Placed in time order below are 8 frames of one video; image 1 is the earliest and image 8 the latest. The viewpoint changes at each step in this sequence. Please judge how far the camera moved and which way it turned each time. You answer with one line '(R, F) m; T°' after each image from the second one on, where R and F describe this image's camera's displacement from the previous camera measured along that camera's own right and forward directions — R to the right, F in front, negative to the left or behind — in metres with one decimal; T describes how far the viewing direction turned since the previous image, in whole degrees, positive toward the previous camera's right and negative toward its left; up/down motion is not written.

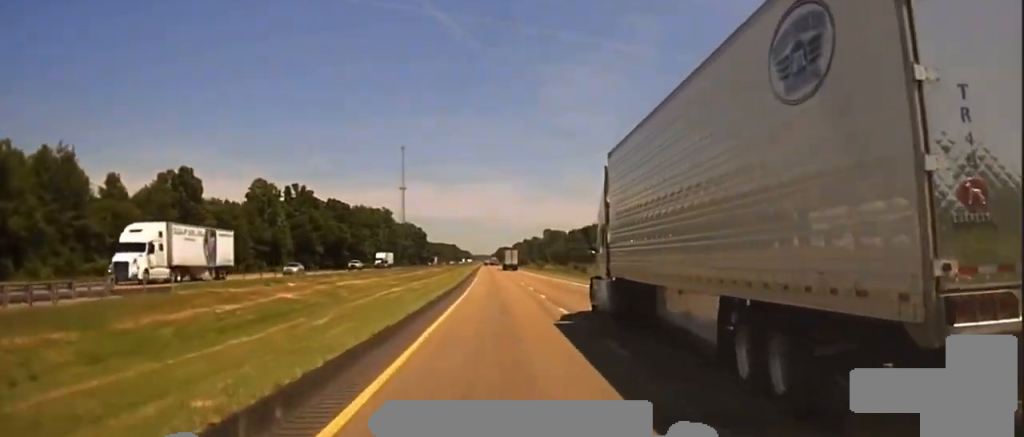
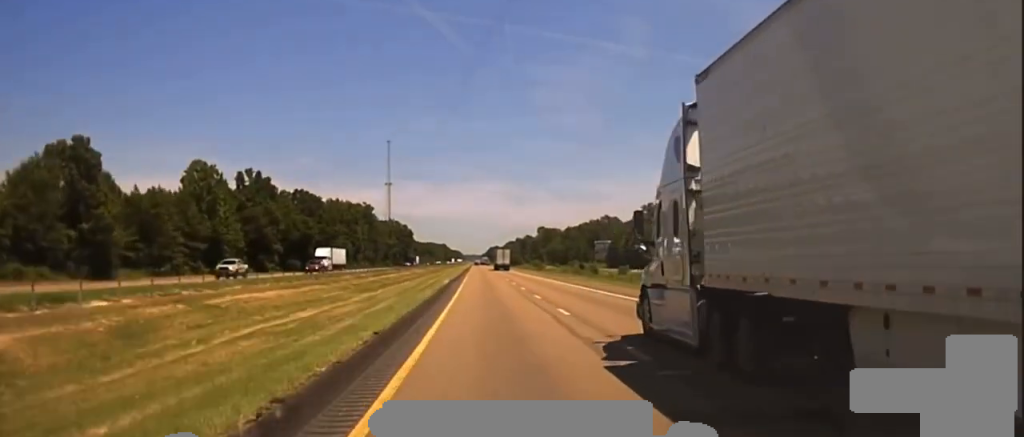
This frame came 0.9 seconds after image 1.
(+0.1, +34.5) m; 0°
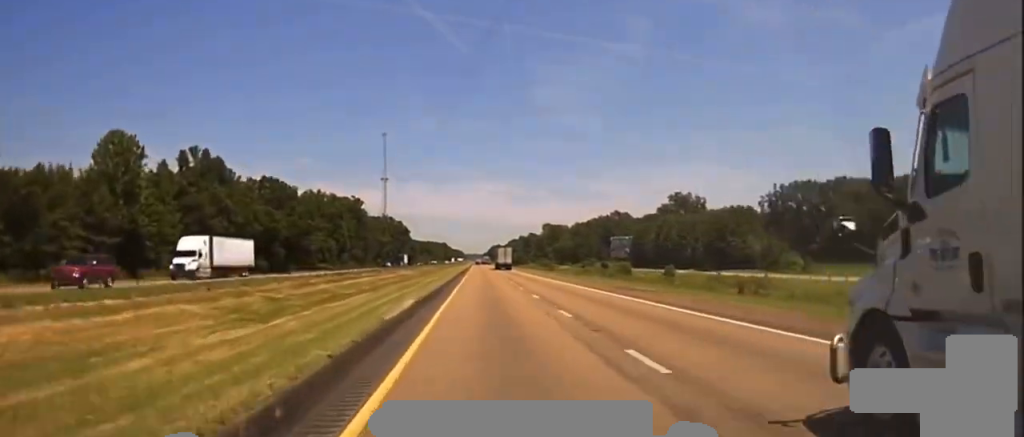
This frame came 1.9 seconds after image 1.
(0.0, +41.6) m; 0°
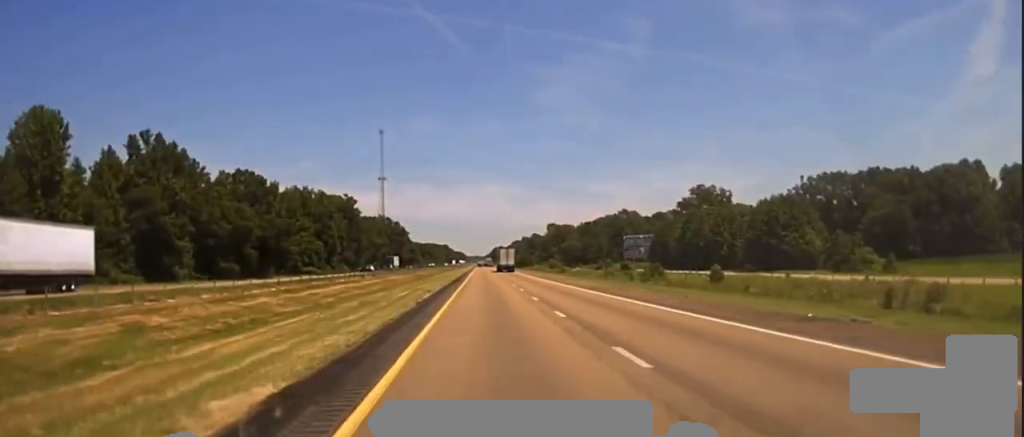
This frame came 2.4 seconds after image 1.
(0.0, +25.6) m; 0°
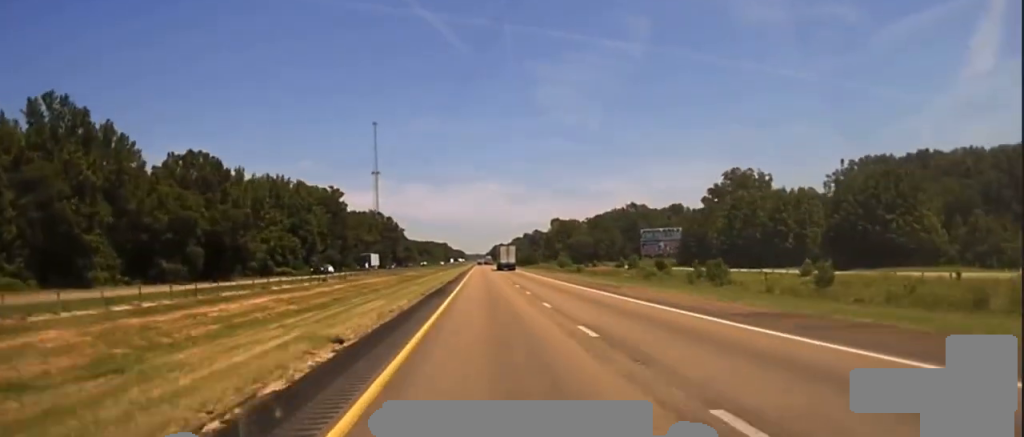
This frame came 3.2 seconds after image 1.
(0.0, +32.9) m; 0°
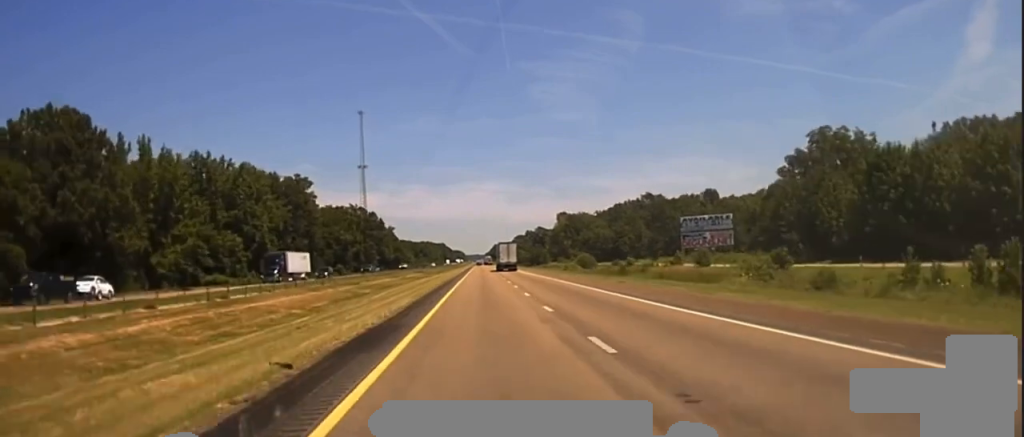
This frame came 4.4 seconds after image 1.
(0.0, +52.3) m; 0°
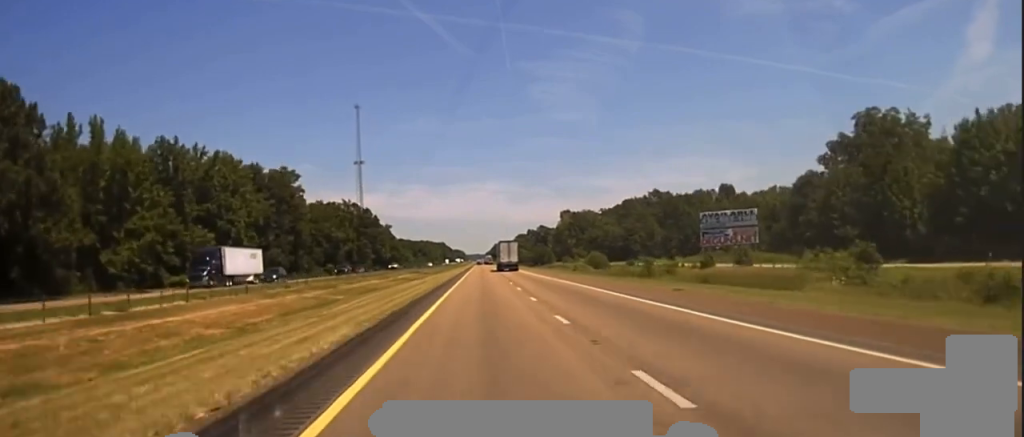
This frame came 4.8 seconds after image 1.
(+0.1, +17.1) m; 0°
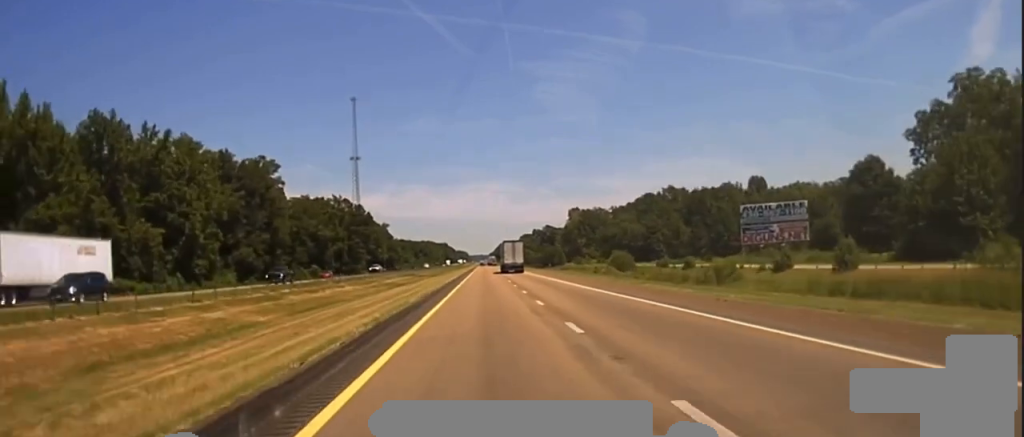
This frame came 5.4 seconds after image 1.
(0.0, +25.3) m; 0°
